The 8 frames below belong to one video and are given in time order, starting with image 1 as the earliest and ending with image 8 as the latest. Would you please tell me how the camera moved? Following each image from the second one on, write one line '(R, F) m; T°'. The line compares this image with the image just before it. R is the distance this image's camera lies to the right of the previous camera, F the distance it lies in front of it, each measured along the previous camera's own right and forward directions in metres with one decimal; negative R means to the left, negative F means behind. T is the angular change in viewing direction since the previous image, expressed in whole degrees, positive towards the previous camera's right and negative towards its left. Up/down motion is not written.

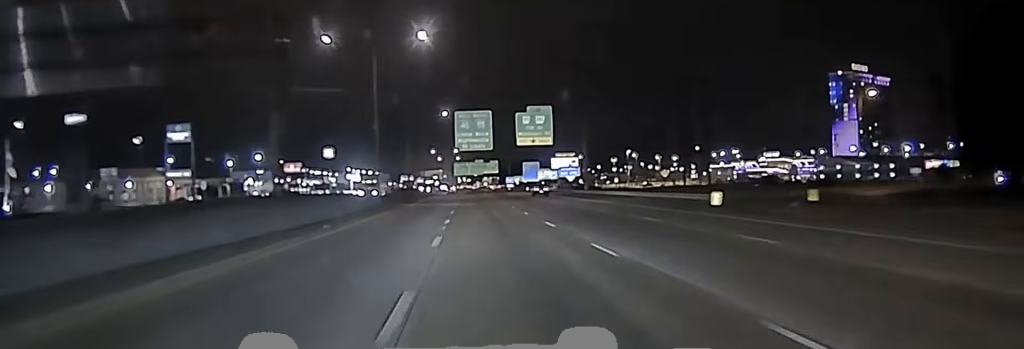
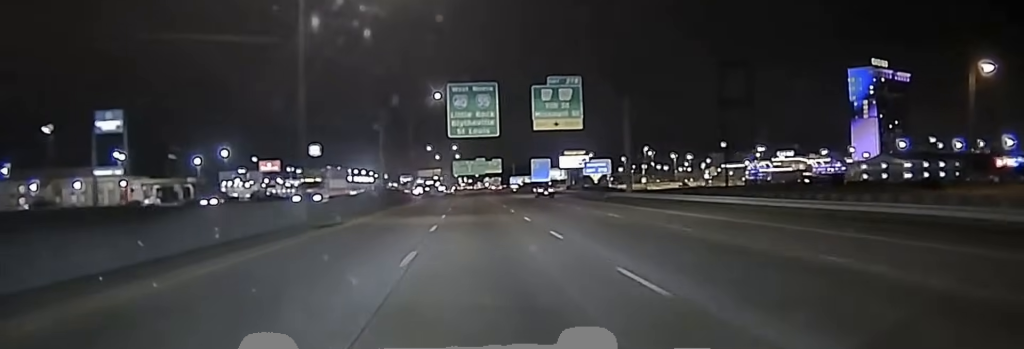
(+0.2, +31.4) m; 0°
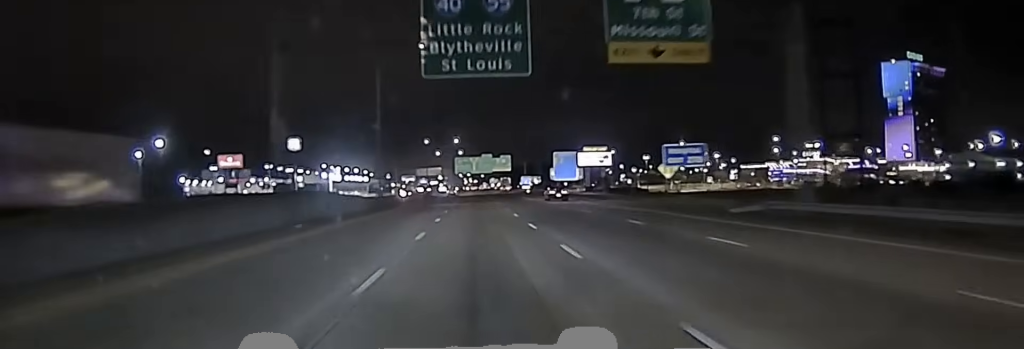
(-0.1, +42.5) m; -1°
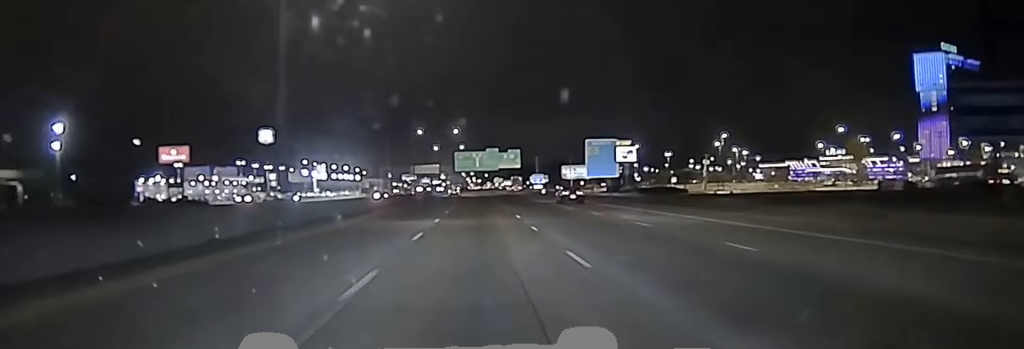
(-0.3, +37.2) m; 0°
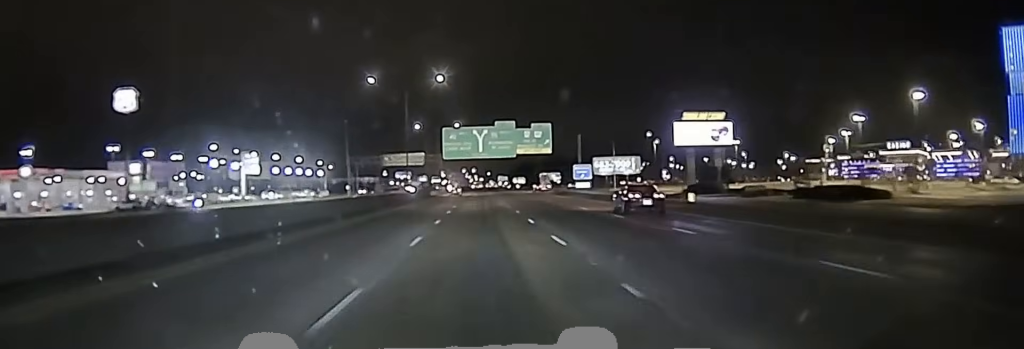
(0.0, +90.1) m; 0°
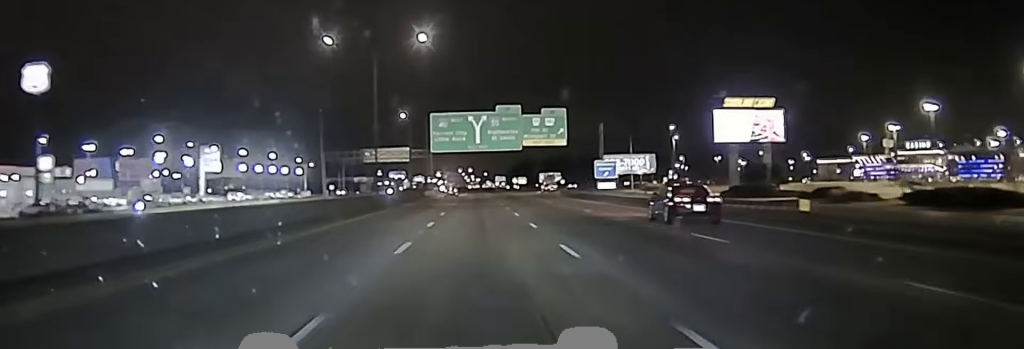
(0.0, +26.7) m; 0°
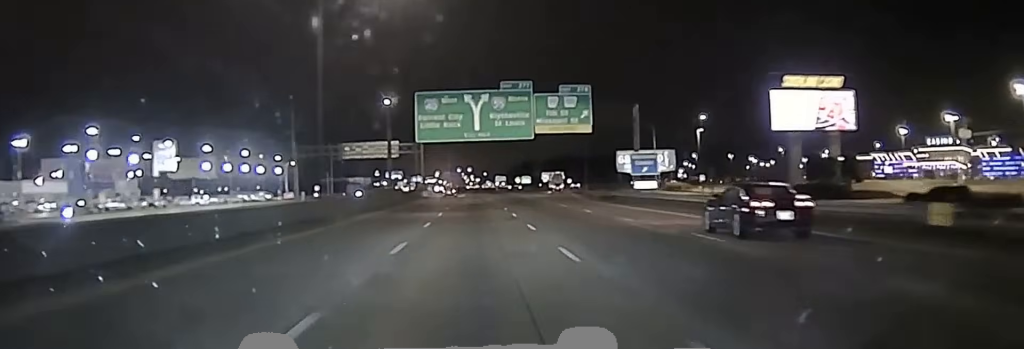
(0.0, +25.4) m; 0°
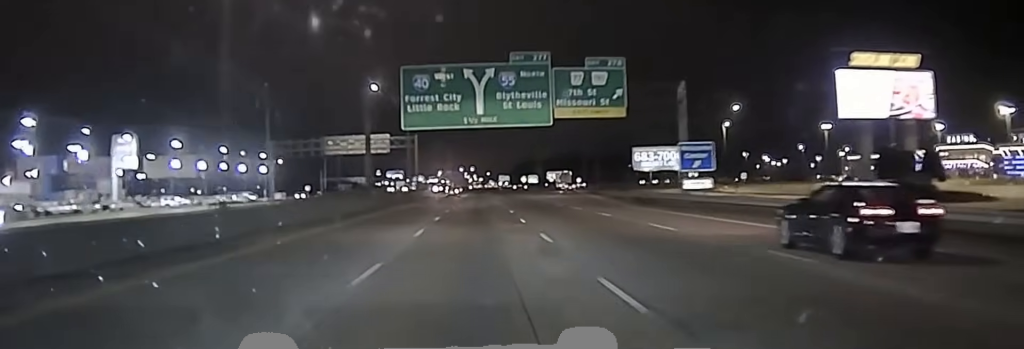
(0.0, +17.6) m; 0°
